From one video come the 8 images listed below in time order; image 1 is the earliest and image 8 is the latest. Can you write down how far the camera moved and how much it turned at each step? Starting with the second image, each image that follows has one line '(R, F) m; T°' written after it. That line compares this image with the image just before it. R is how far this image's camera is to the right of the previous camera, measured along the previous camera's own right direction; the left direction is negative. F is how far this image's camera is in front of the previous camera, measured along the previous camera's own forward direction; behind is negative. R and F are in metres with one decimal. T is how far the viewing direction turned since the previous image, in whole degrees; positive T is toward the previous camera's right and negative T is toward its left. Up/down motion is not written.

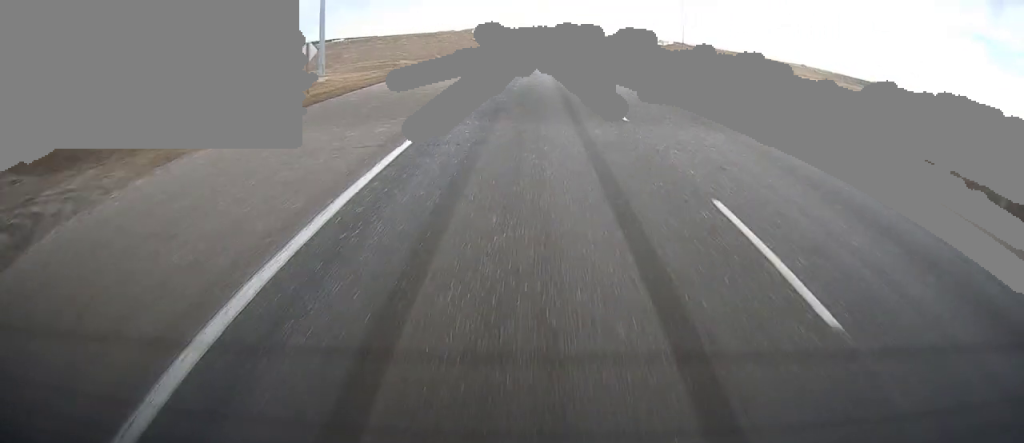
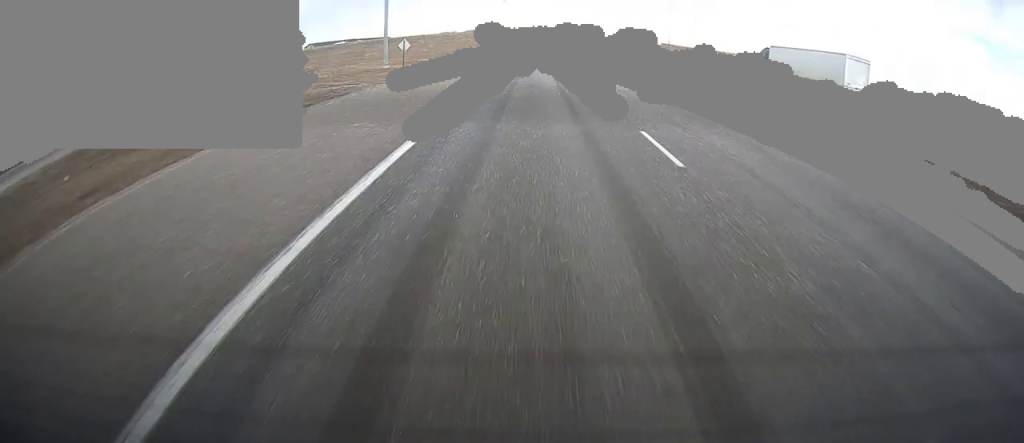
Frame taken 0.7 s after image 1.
(+0.2, +22.6) m; 0°
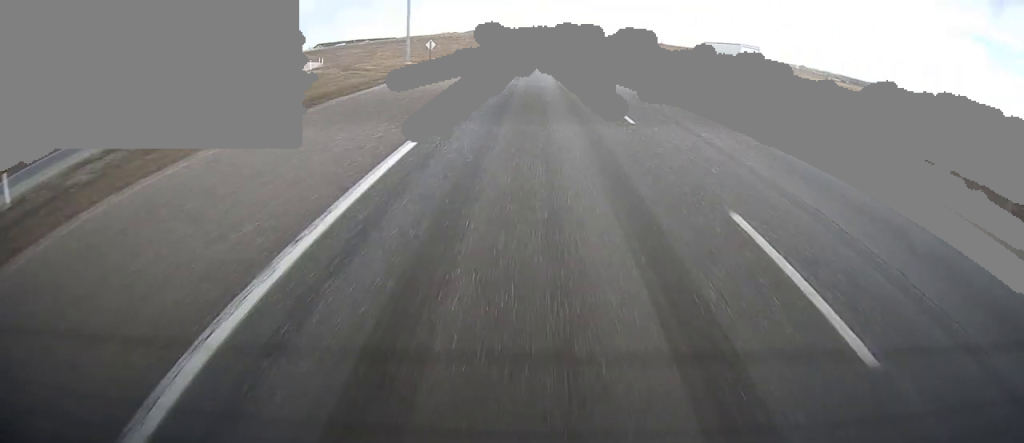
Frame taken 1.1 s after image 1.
(0.0, +12.9) m; 0°
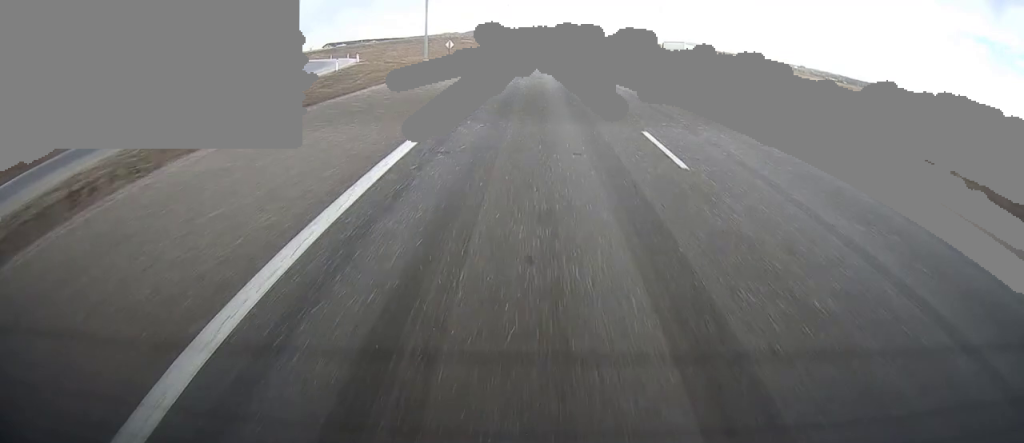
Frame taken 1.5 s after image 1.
(0.0, +13.9) m; 0°
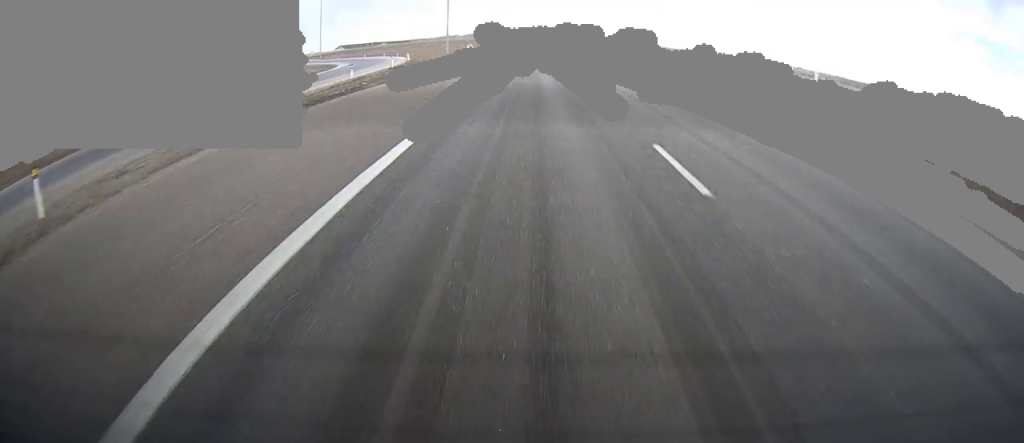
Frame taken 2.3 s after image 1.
(-0.2, +25.7) m; 0°
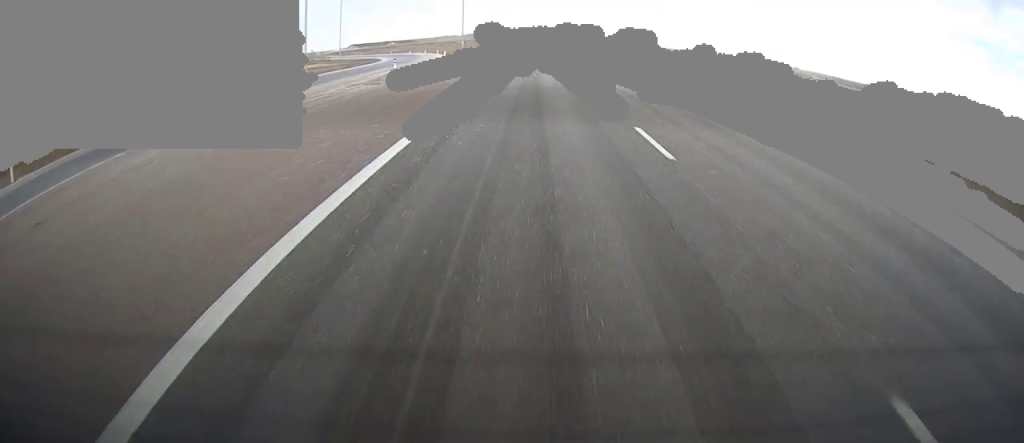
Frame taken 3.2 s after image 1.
(0.0, +29.0) m; 0°
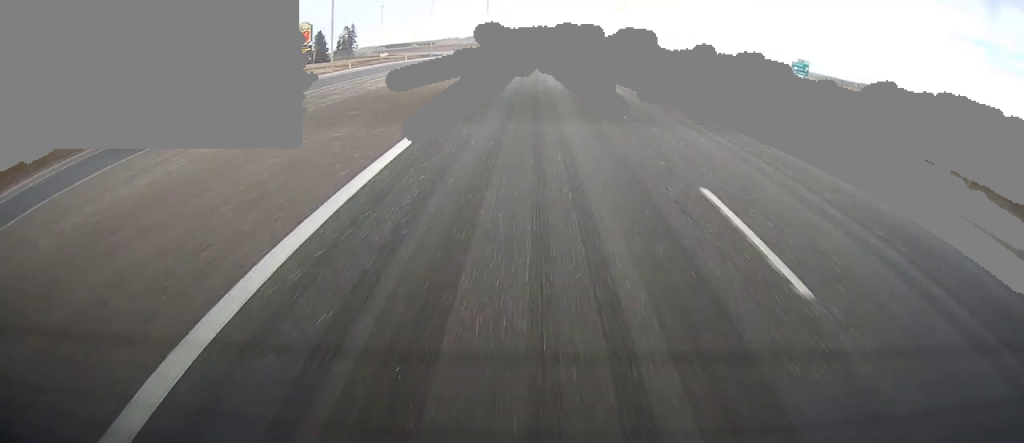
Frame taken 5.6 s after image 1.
(-0.3, +77.2) m; 0°
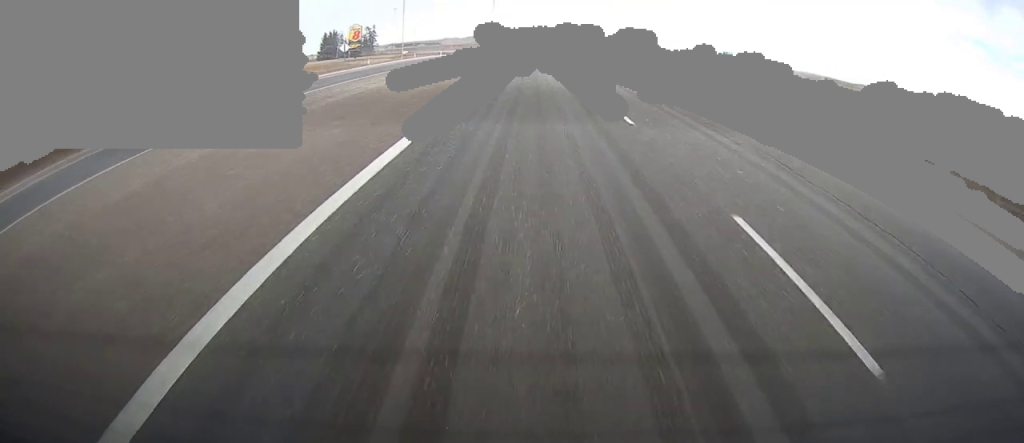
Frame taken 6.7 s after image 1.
(+0.4, +35.2) m; 0°
